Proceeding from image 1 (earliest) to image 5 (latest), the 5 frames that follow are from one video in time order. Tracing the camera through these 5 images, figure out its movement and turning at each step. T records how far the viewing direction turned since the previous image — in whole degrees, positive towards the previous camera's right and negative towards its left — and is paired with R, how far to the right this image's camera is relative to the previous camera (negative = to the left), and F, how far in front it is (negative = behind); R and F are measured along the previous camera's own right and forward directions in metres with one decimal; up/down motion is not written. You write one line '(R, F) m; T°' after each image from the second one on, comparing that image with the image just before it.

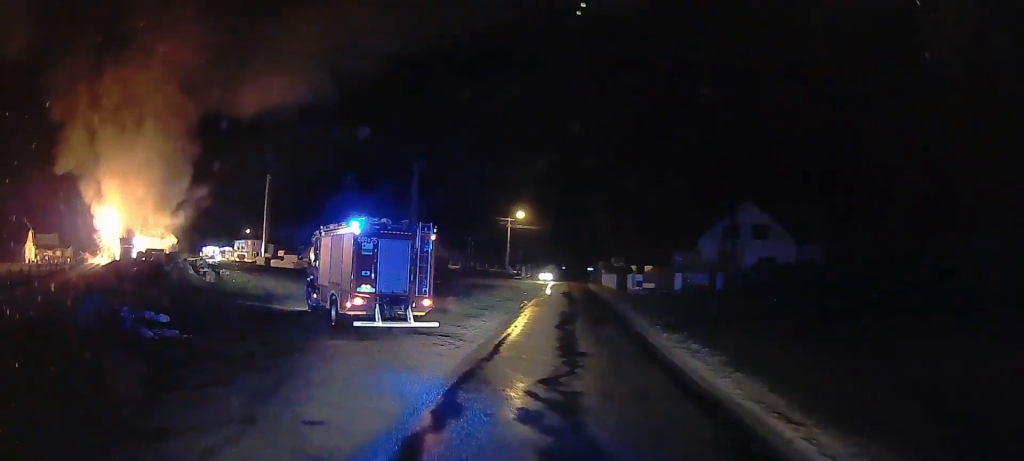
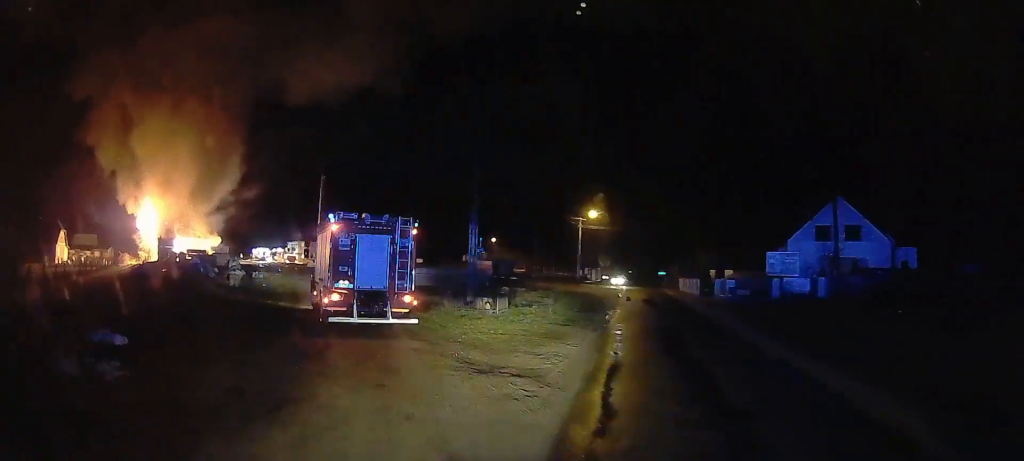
(-1.1, +5.5) m; -21°
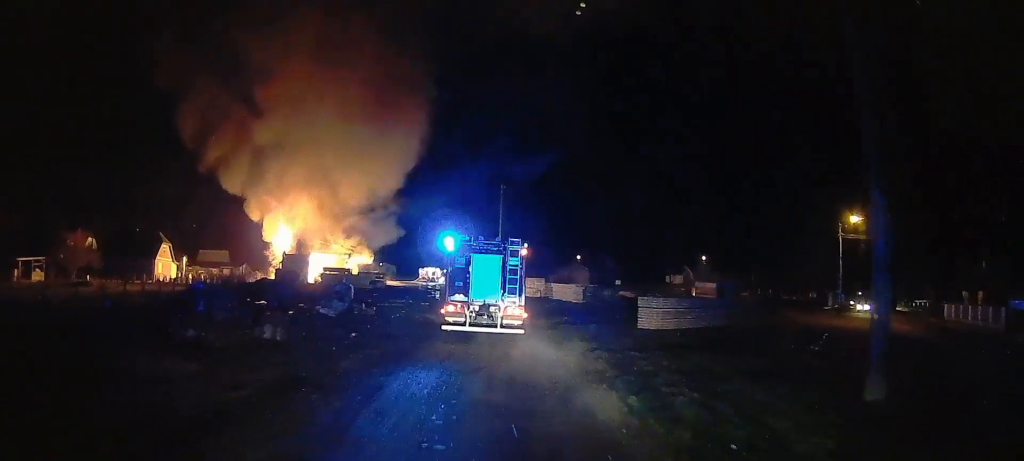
(-3.6, +17.5) m; -11°
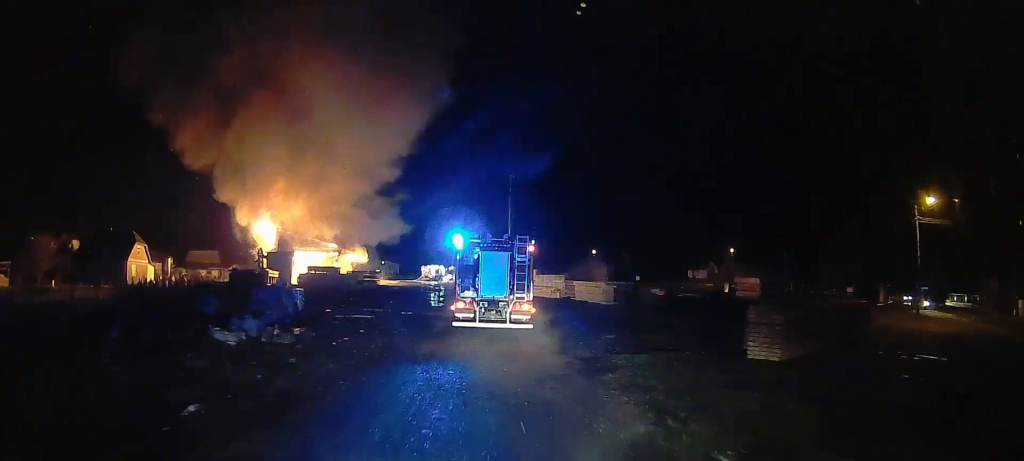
(+0.6, +10.2) m; 0°
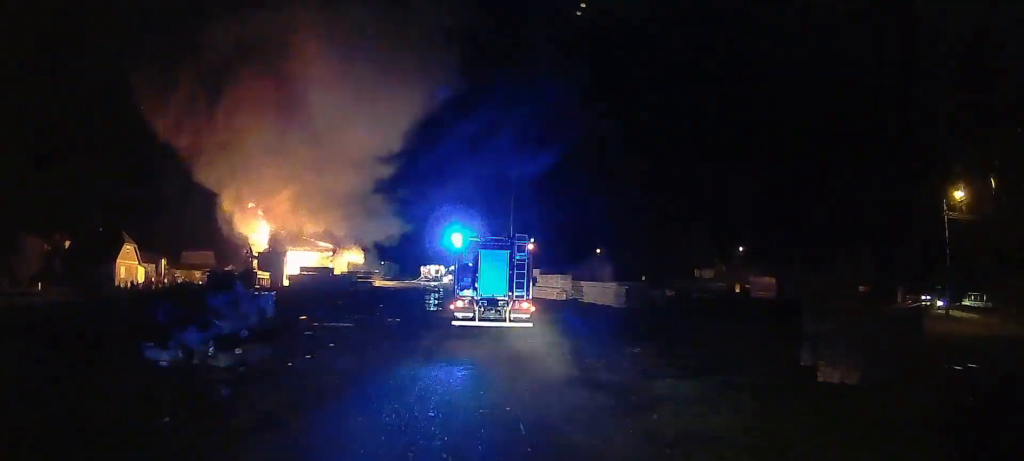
(-0.4, +3.5) m; -5°
